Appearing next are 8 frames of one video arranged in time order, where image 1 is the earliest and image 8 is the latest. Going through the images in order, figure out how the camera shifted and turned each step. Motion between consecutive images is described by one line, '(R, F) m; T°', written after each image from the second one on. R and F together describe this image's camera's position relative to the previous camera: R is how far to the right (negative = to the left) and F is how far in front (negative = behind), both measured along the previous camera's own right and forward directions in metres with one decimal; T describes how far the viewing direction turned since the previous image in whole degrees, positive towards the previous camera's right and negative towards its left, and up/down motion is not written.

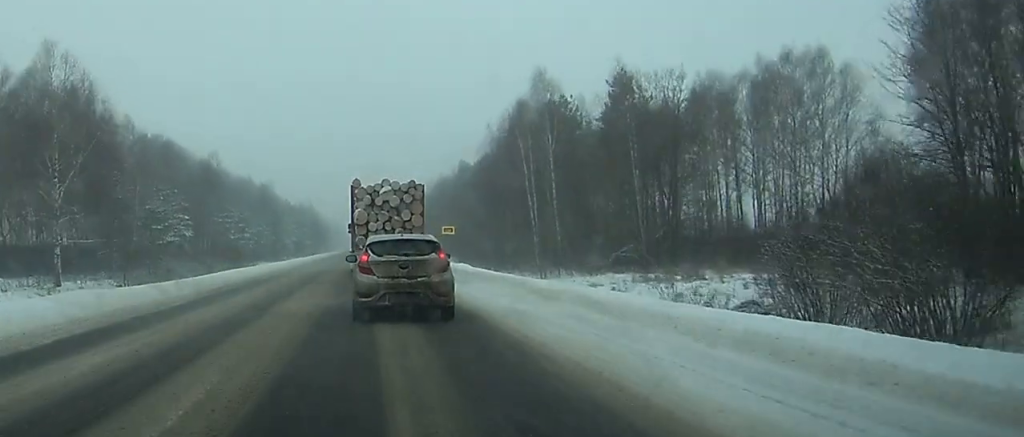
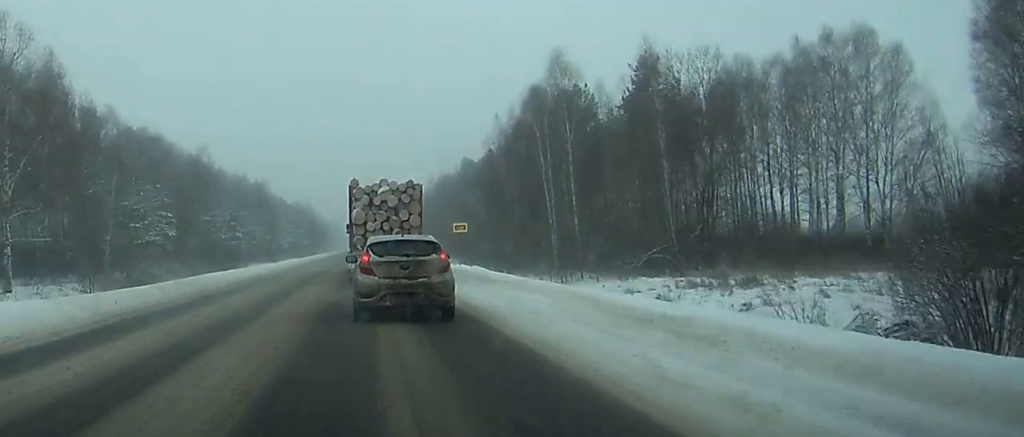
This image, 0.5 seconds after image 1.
(0.0, +9.0) m; 0°
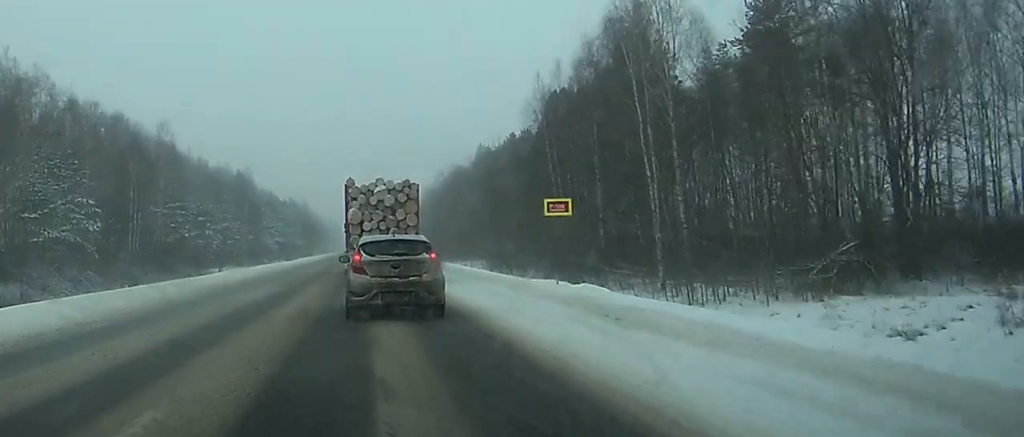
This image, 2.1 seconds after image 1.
(-0.1, +28.9) m; 0°
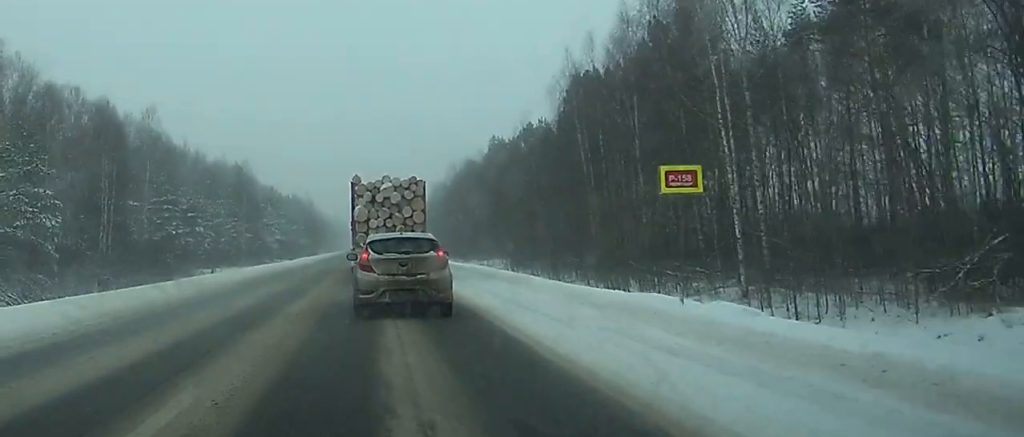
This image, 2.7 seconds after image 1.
(0.0, +10.9) m; 0°
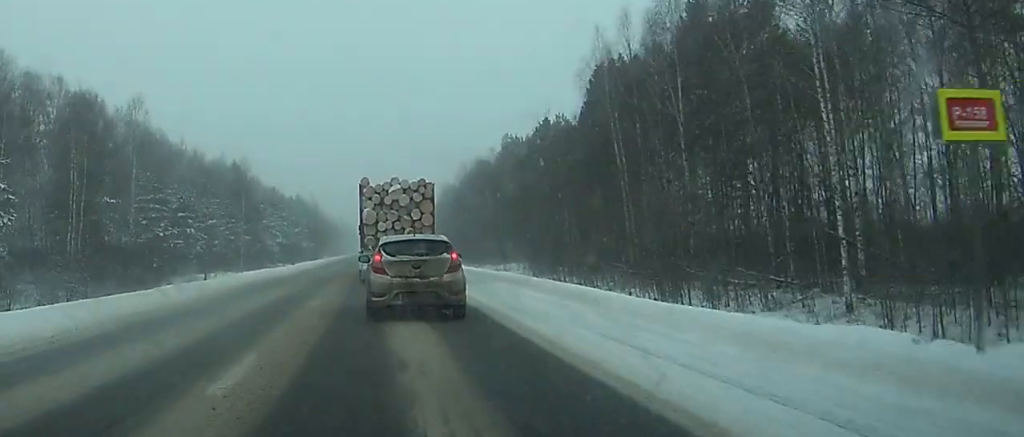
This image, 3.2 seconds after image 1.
(0.0, +9.1) m; 0°
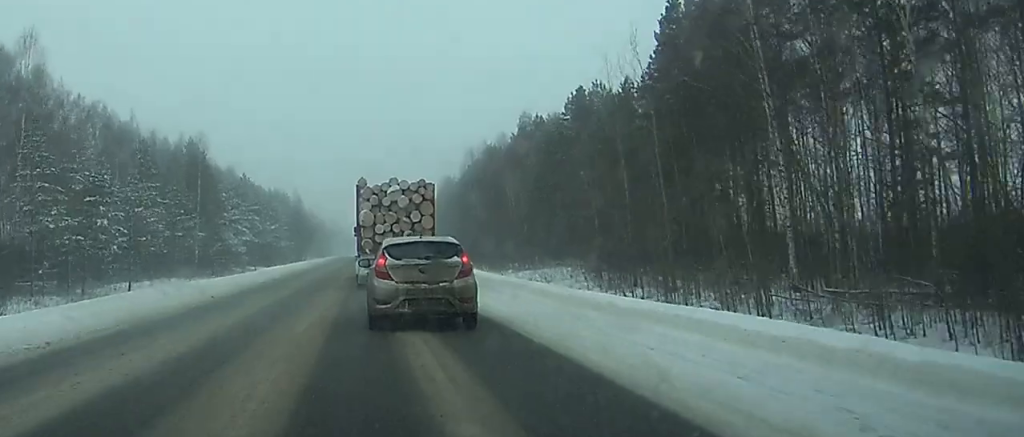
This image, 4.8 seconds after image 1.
(-0.1, +29.5) m; 0°
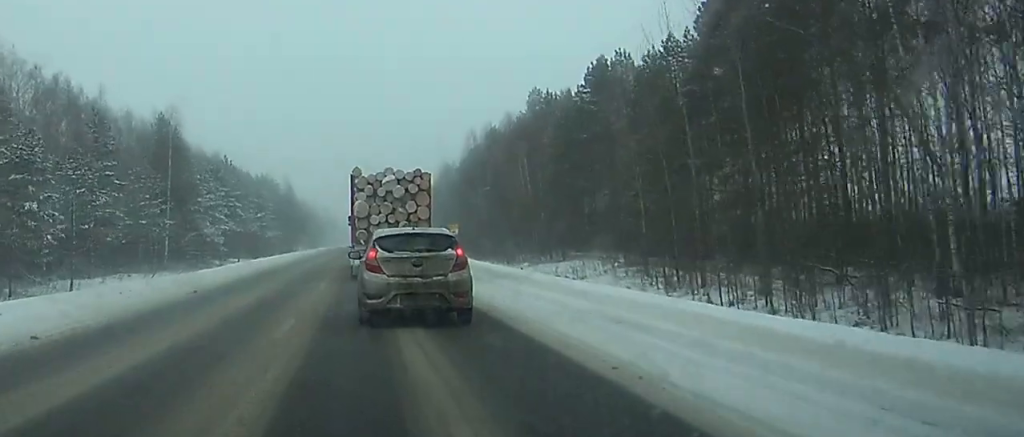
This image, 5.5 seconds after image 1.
(0.0, +13.5) m; 0°
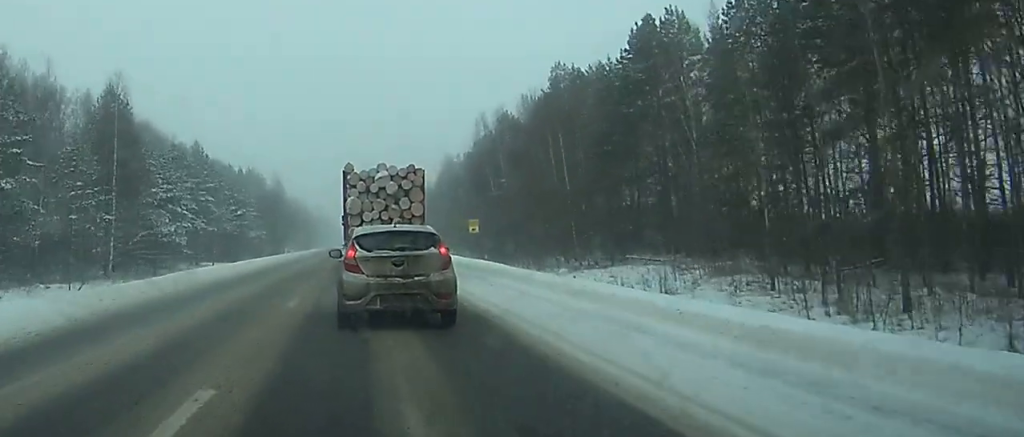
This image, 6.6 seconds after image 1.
(+0.1, +19.6) m; 0°
